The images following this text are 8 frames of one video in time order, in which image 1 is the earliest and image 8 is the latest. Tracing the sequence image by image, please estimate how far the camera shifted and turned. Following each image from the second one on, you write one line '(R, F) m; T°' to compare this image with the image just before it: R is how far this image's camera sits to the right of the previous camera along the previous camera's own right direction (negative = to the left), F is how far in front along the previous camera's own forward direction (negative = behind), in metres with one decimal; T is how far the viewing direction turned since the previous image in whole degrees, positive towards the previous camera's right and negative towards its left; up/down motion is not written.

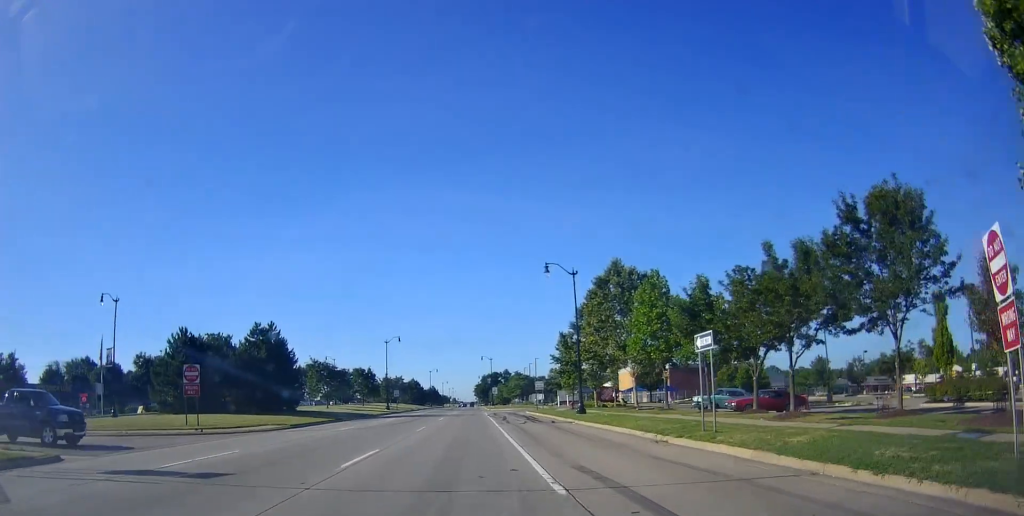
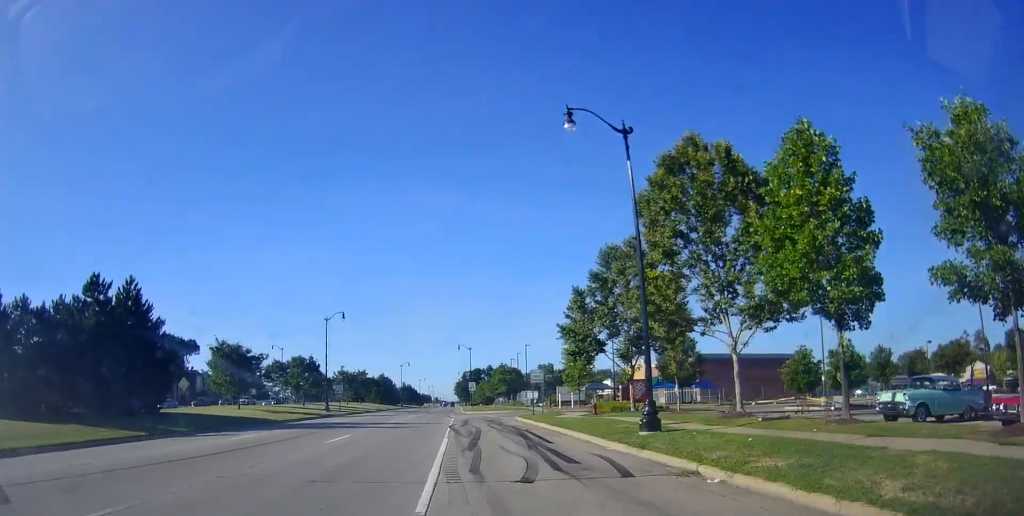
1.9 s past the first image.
(+0.6, +22.9) m; +2°
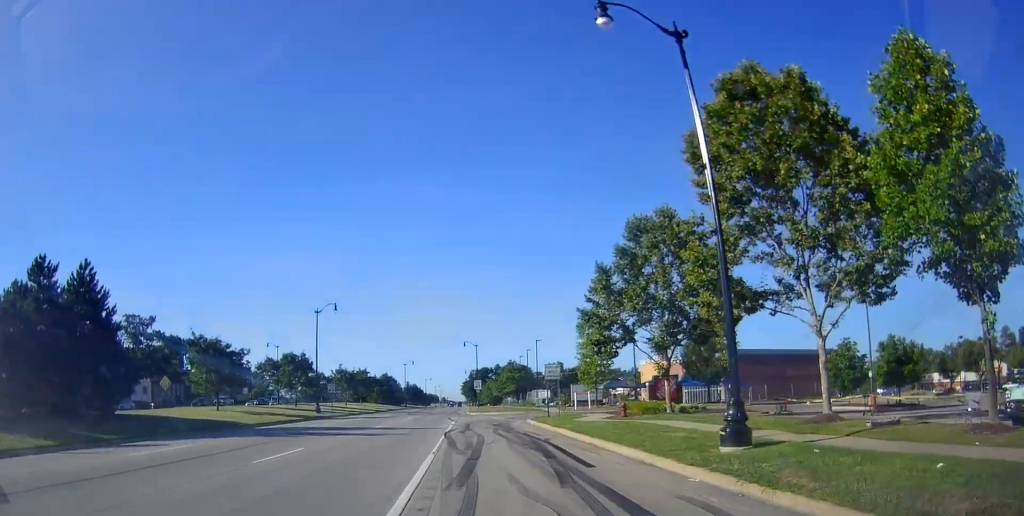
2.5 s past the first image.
(0.0, +6.0) m; -1°
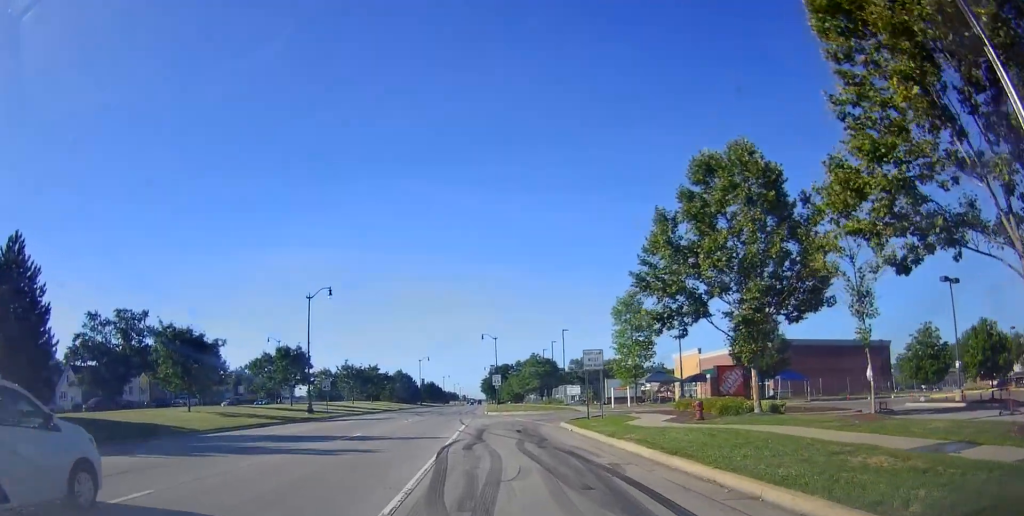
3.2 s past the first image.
(-0.2, +8.4) m; -1°
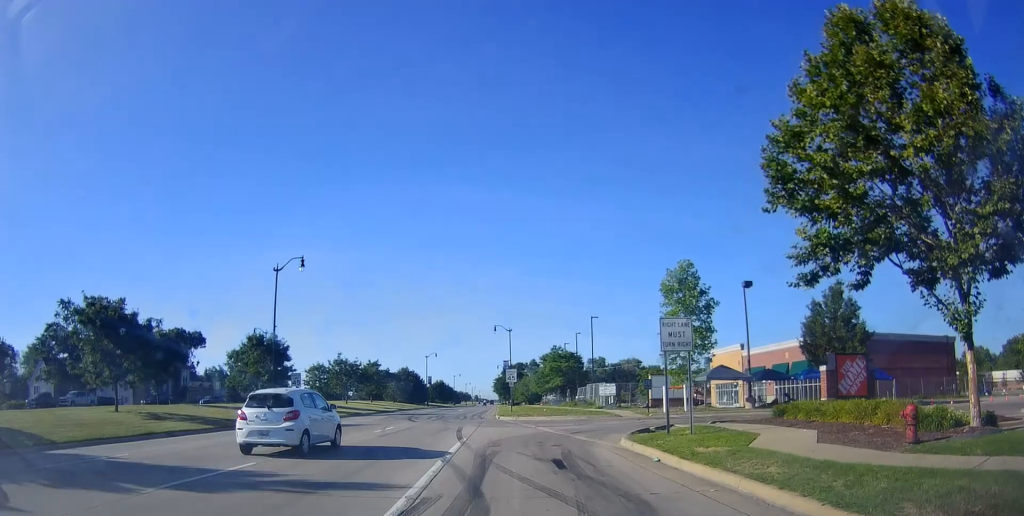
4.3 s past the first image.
(0.0, +10.9) m; +1°
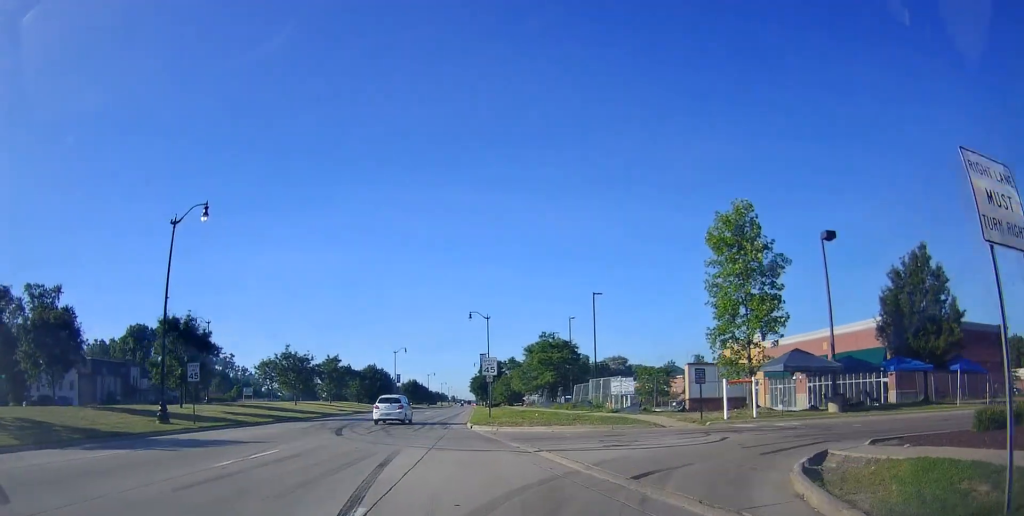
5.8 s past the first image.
(+0.8, +12.7) m; +5°
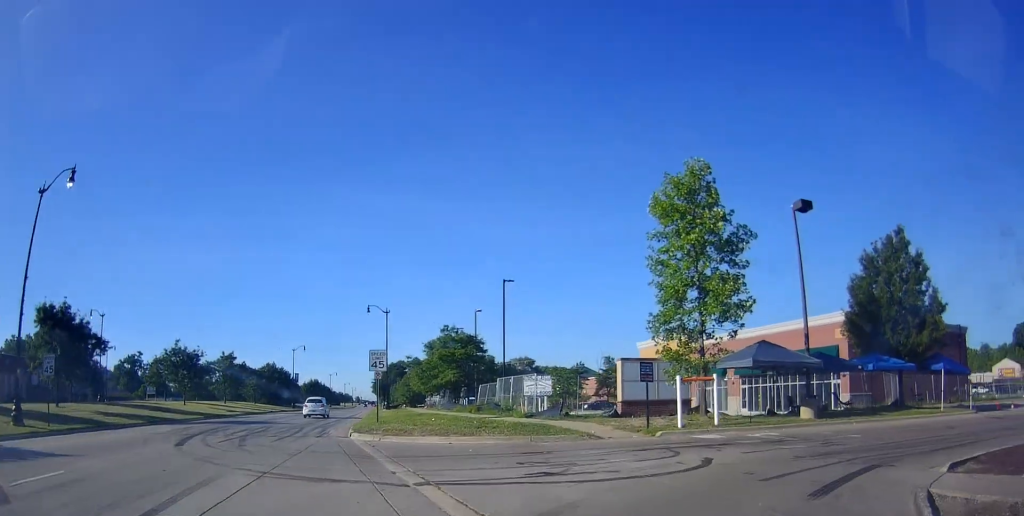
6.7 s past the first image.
(-0.1, +5.9) m; +3°
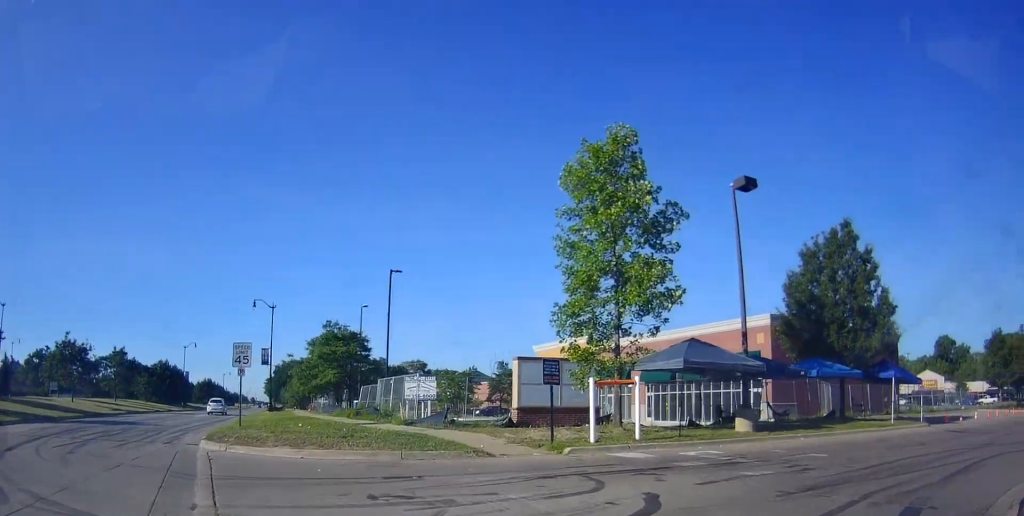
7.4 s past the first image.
(-0.1, +3.9) m; +6°
